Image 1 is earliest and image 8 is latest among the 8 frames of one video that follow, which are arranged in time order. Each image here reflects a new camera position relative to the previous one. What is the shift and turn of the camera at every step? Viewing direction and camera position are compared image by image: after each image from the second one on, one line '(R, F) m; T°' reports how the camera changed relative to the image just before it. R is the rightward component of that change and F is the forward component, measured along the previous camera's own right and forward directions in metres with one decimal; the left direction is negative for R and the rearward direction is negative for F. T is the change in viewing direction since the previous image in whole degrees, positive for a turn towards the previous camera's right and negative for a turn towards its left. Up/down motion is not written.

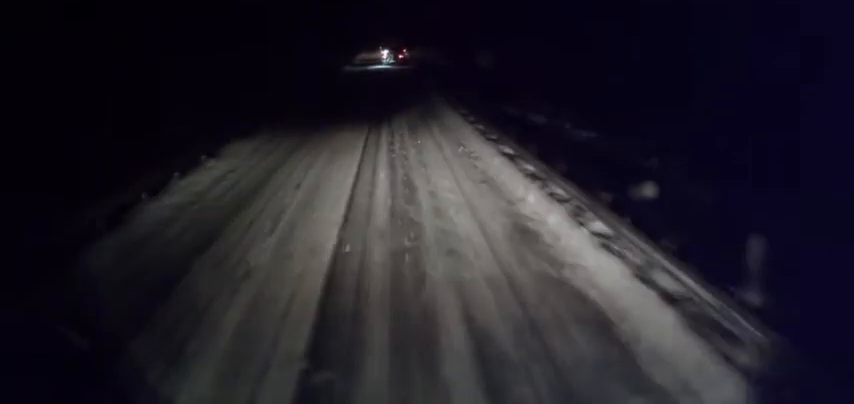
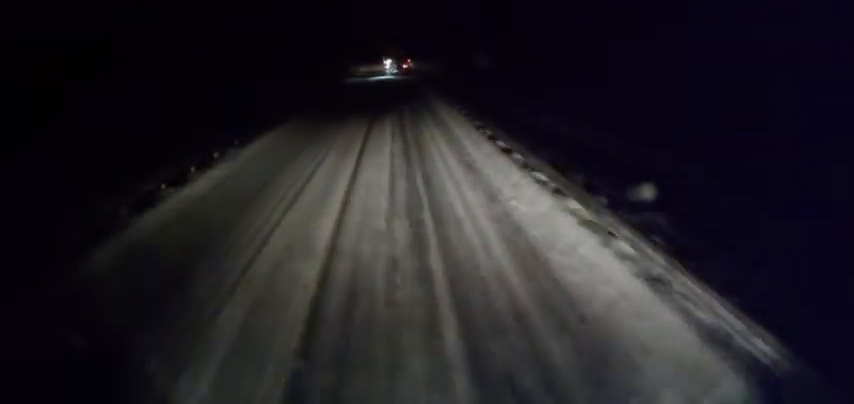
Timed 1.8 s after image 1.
(-0.3, +22.1) m; -2°
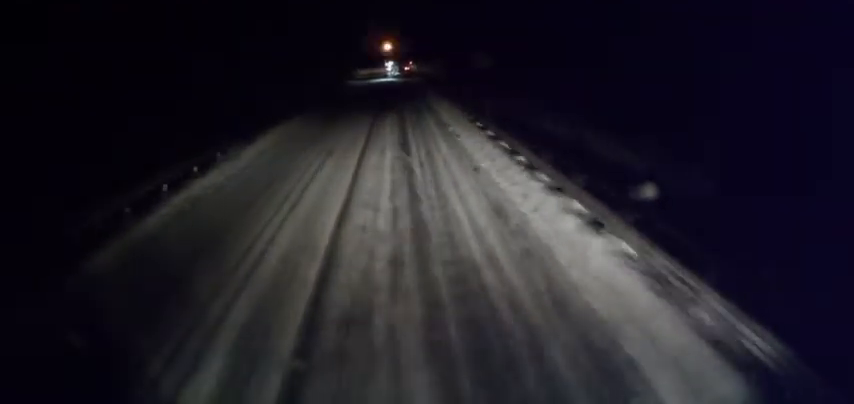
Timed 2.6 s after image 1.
(0.0, +9.6) m; -1°
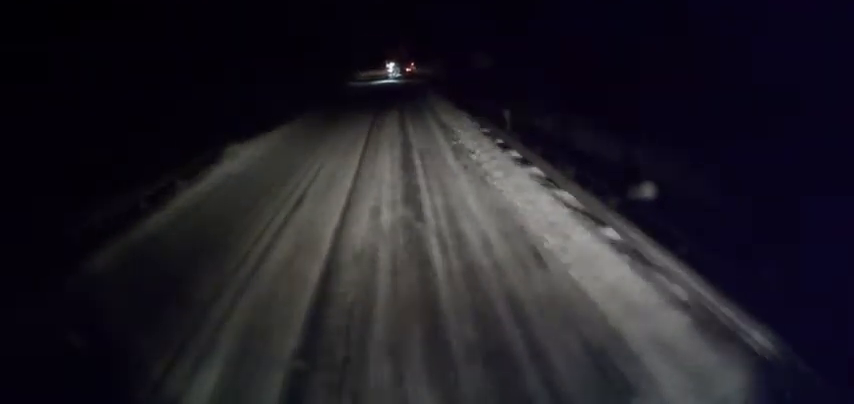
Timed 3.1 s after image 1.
(-0.1, +5.2) m; 0°
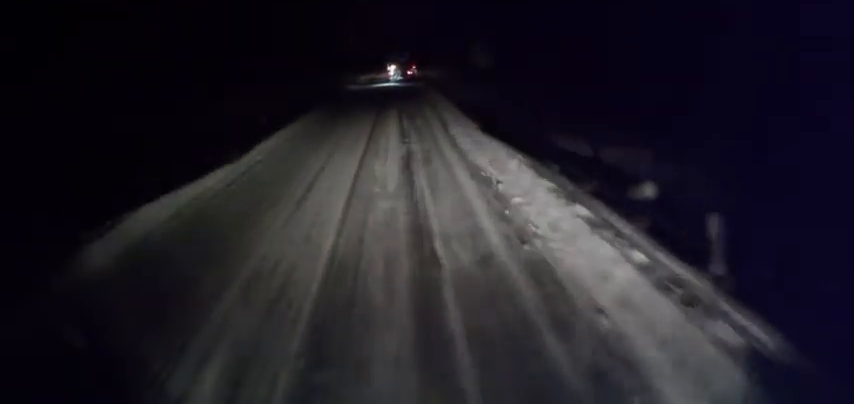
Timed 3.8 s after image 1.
(0.0, +8.4) m; 0°
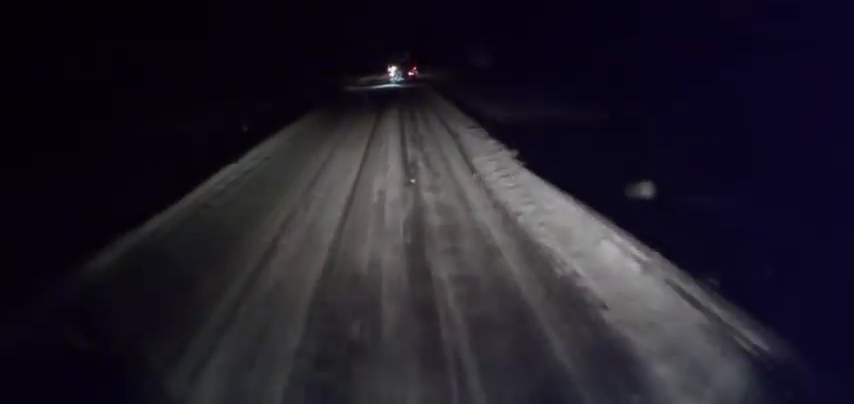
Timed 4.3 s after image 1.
(+0.1, +5.6) m; +1°
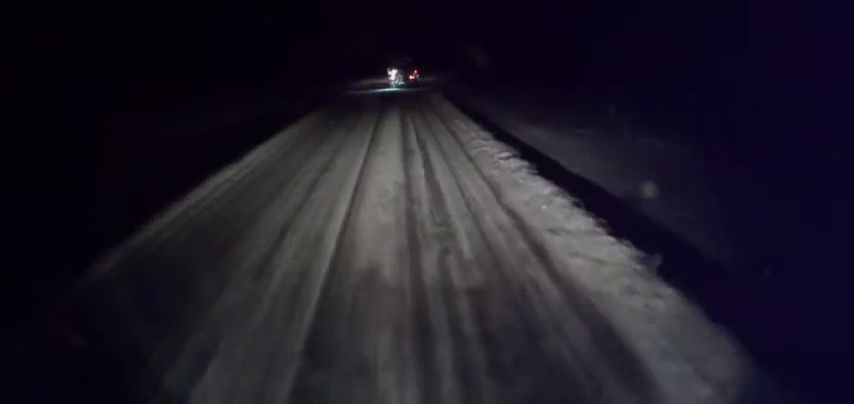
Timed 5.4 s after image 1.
(+0.1, +12.8) m; 0°
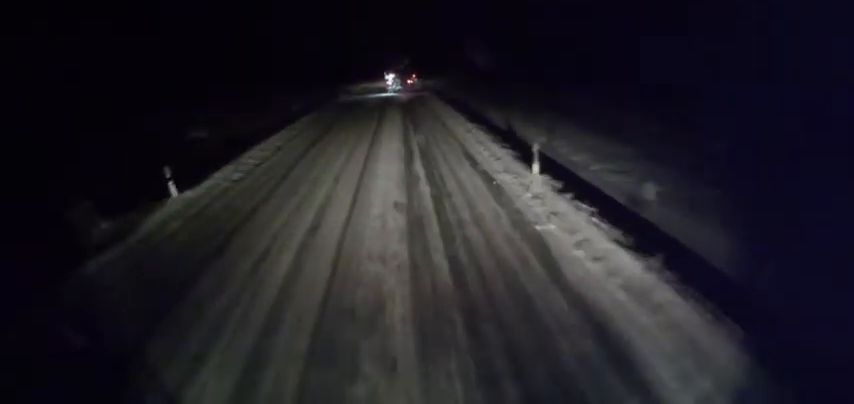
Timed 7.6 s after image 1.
(-0.1, +27.0) m; -2°
